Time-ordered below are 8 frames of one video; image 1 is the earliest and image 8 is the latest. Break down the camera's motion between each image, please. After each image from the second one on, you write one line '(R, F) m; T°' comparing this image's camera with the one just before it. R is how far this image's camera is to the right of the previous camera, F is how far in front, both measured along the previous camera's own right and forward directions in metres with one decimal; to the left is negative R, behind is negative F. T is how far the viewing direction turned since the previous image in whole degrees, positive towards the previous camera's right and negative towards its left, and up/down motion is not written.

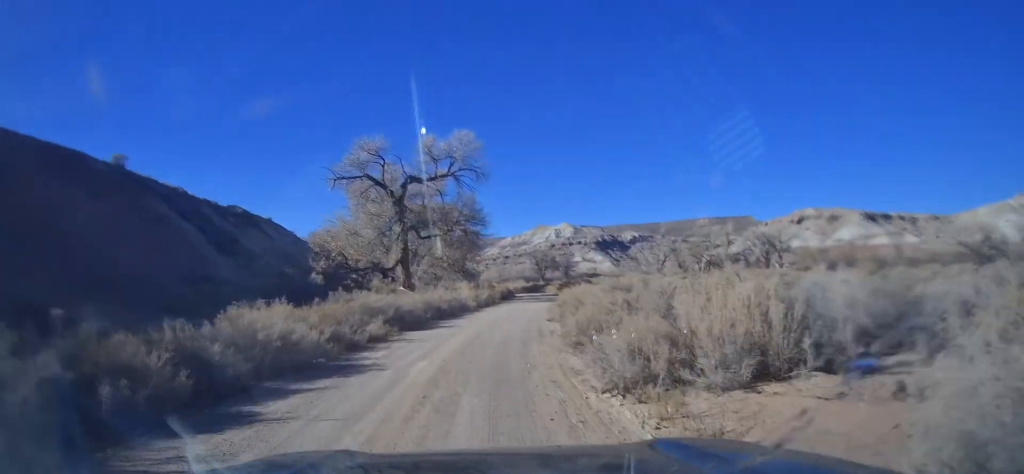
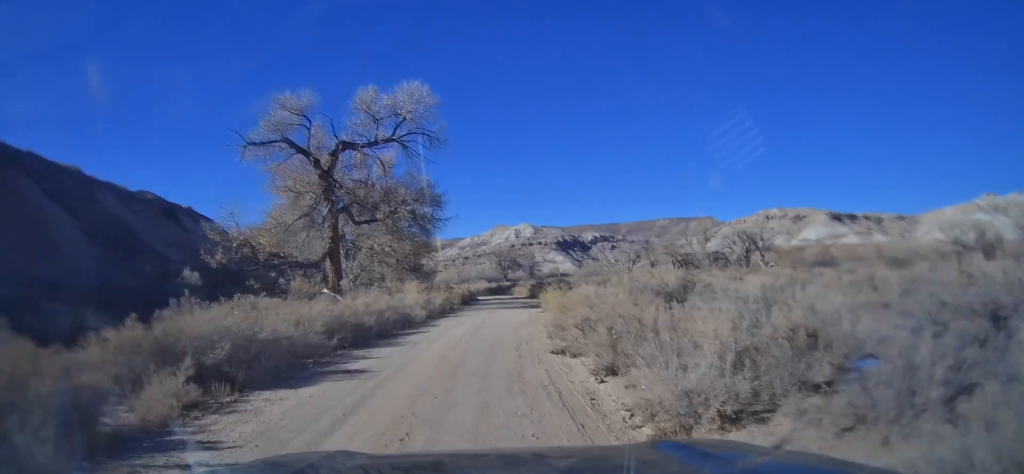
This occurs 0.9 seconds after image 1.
(0.0, +11.5) m; +5°
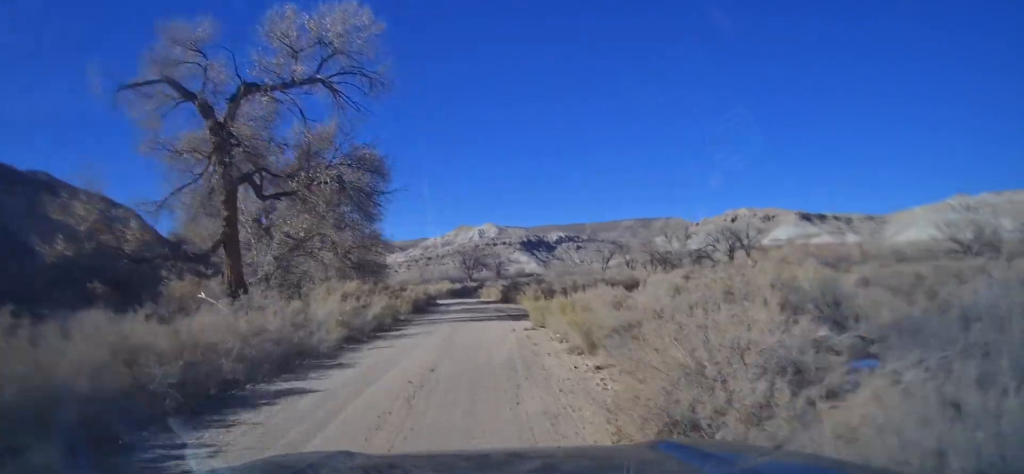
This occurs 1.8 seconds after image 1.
(+1.0, +10.5) m; +3°
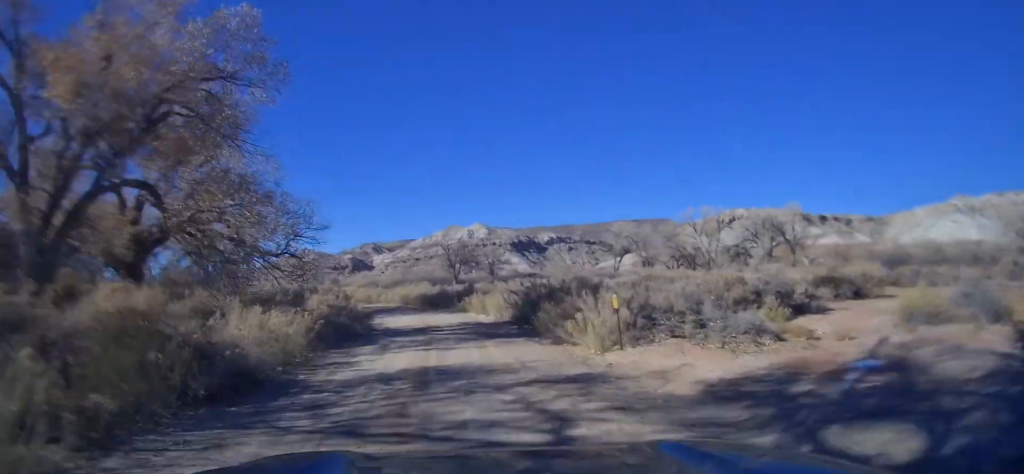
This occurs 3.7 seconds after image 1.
(+1.5, +23.2) m; +2°
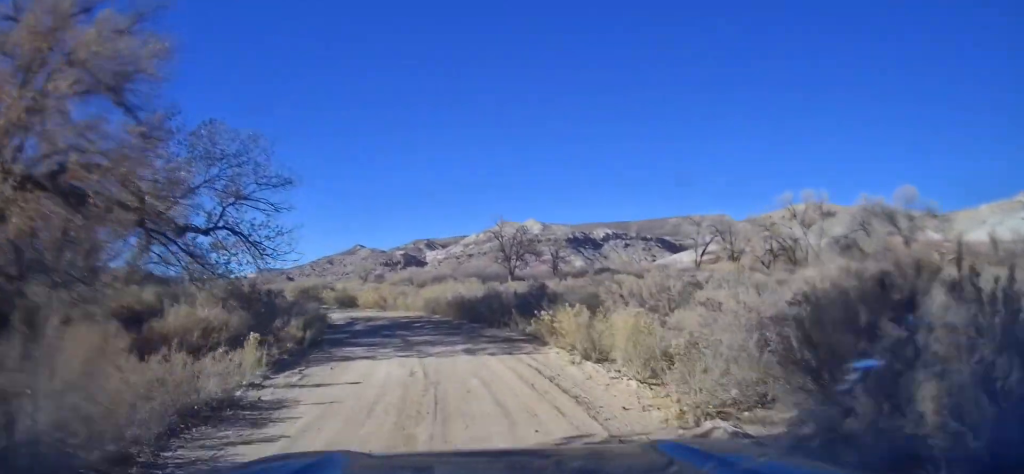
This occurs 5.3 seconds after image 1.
(0.0, +18.1) m; -4°
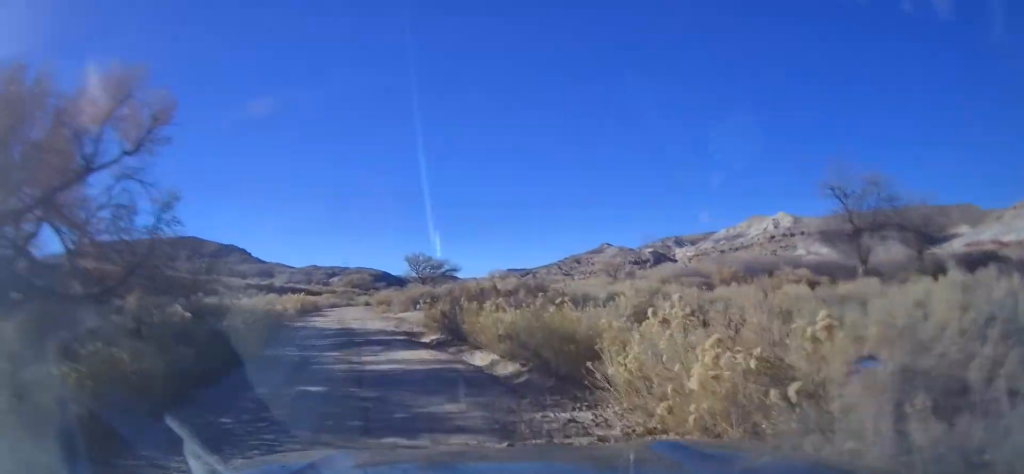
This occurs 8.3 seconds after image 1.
(-5.2, +33.7) m; -20°
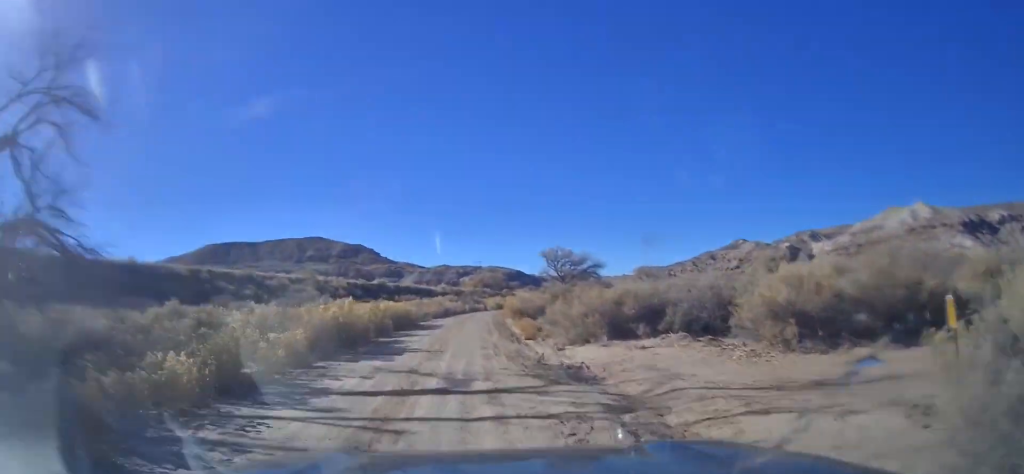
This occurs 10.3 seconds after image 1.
(-2.9, +23.0) m; -11°
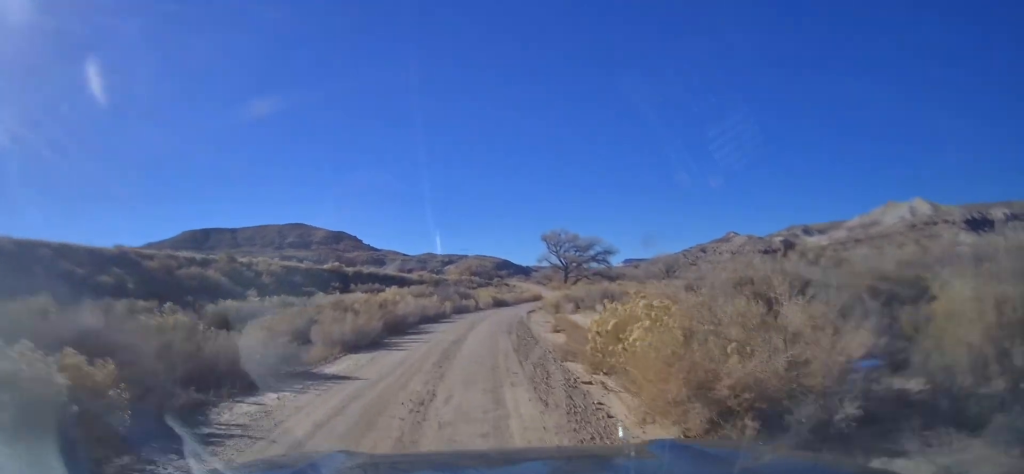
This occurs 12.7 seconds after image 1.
(-2.1, +29.0) m; -4°
